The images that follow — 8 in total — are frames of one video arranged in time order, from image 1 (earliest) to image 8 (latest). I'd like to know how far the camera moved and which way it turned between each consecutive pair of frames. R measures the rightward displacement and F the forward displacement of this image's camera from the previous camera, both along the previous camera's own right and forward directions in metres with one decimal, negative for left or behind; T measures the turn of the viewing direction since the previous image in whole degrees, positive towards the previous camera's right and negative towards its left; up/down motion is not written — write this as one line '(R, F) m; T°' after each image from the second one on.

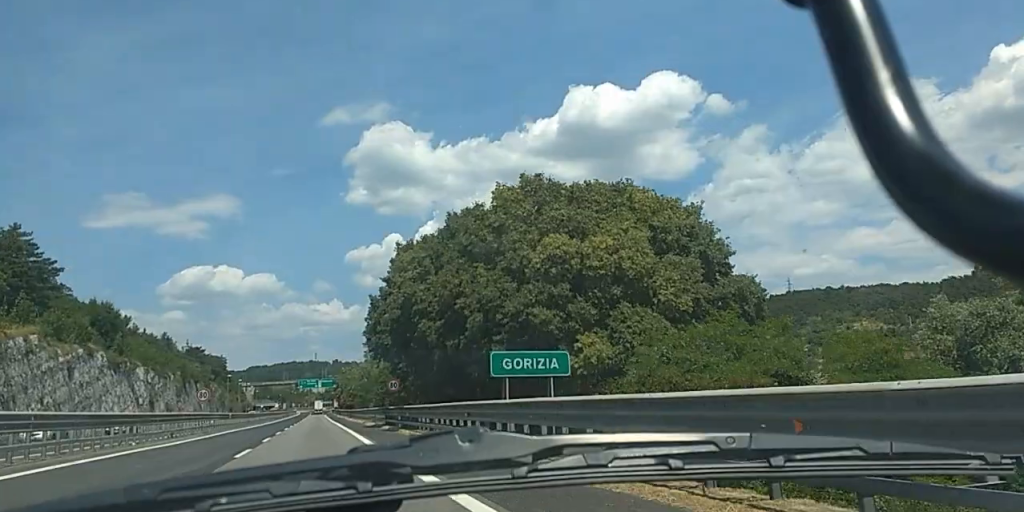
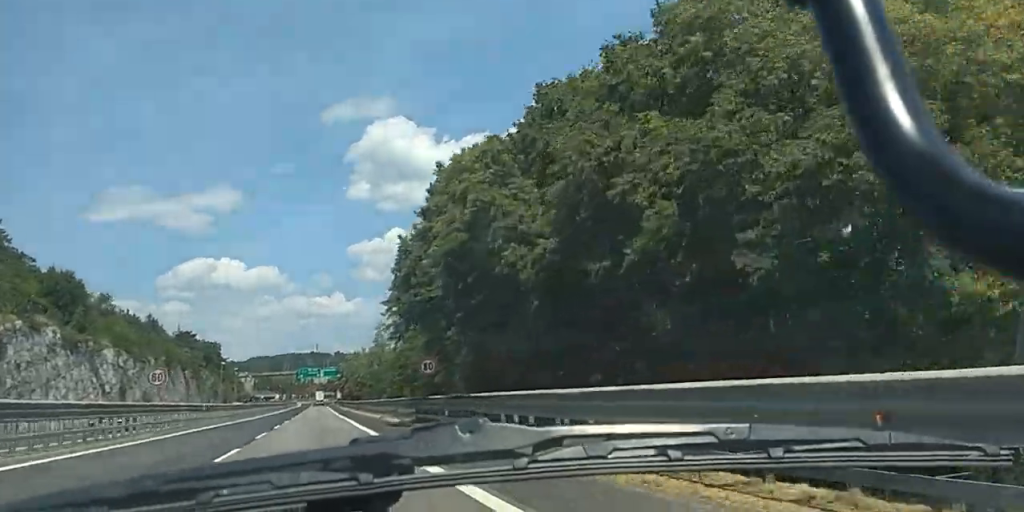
(+0.3, +17.6) m; +1°
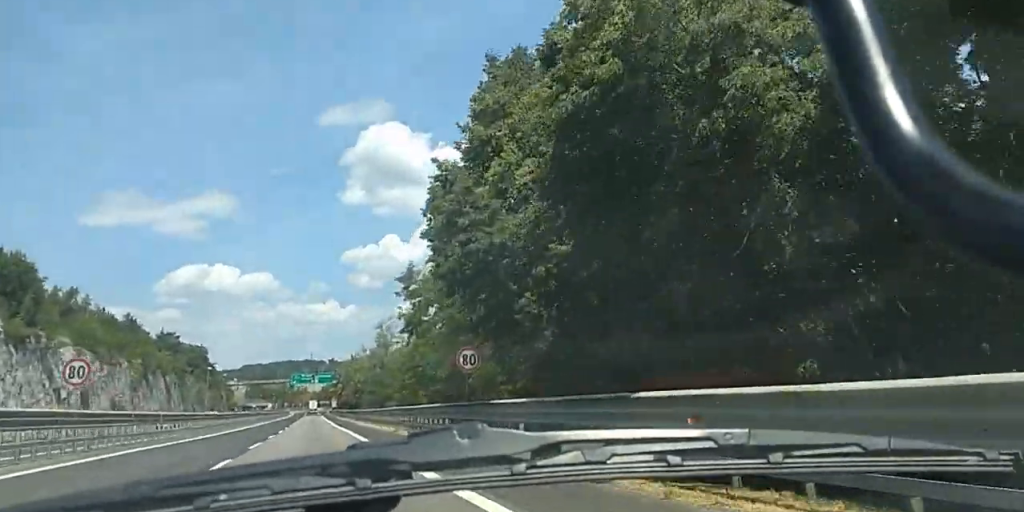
(+0.1, +13.1) m; 0°
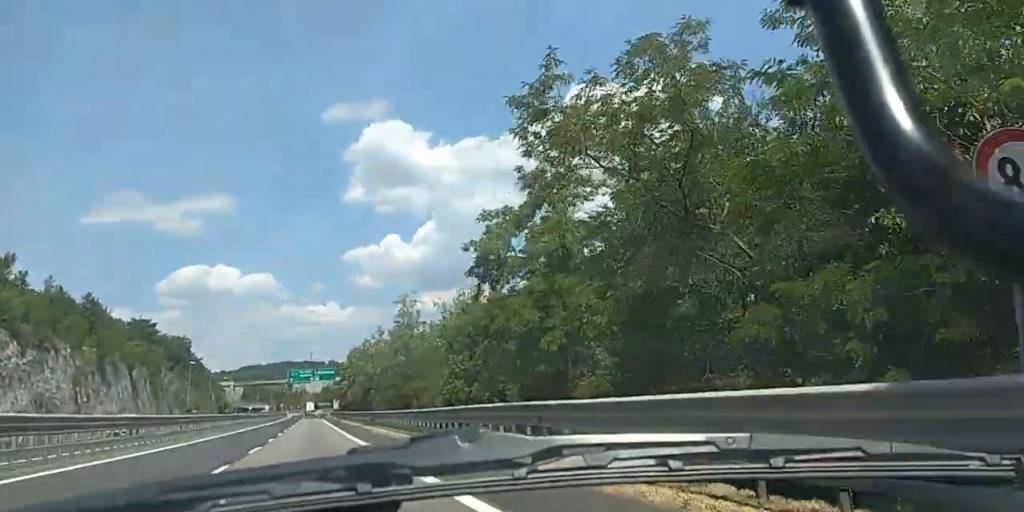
(-0.4, +25.1) m; -2°
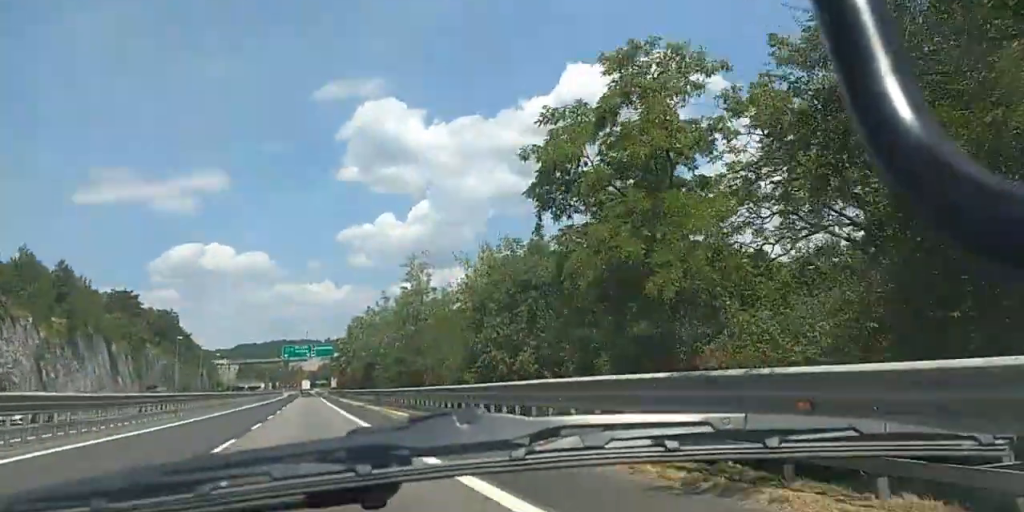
(-0.3, +10.0) m; 0°
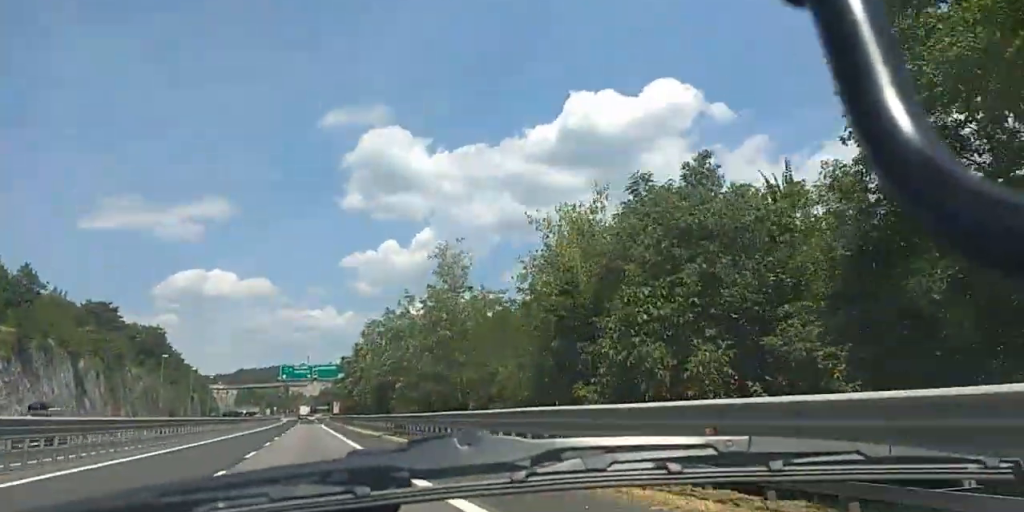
(+0.3, +14.0) m; +1°
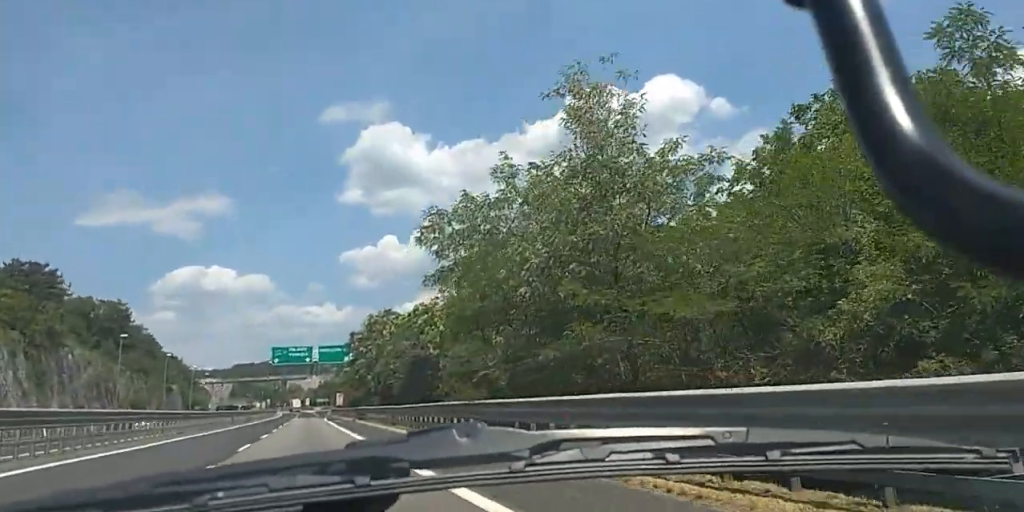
(+0.1, +26.3) m; 0°
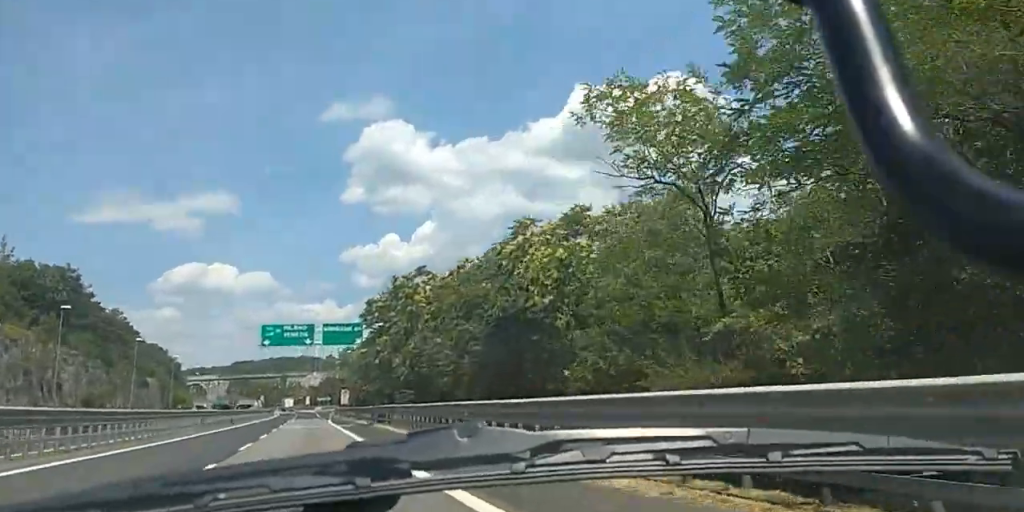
(+0.1, +23.2) m; -1°
